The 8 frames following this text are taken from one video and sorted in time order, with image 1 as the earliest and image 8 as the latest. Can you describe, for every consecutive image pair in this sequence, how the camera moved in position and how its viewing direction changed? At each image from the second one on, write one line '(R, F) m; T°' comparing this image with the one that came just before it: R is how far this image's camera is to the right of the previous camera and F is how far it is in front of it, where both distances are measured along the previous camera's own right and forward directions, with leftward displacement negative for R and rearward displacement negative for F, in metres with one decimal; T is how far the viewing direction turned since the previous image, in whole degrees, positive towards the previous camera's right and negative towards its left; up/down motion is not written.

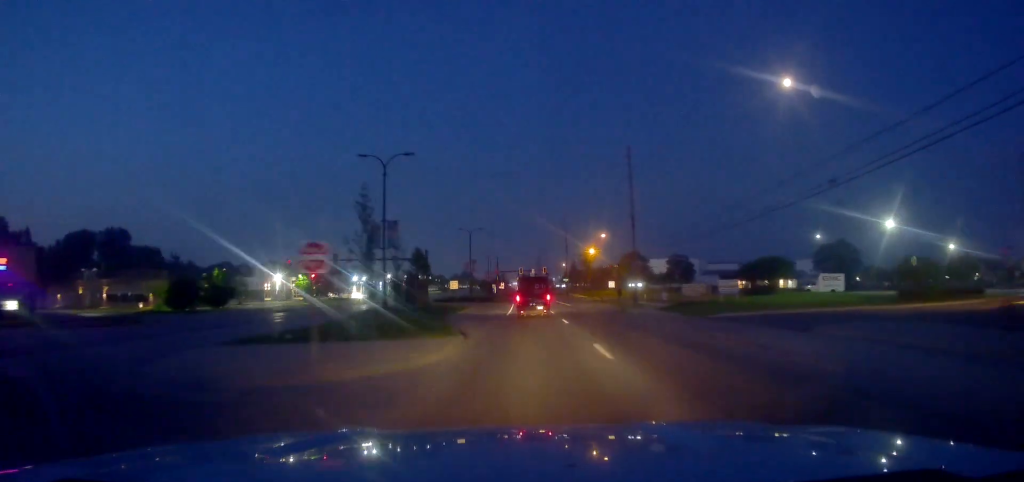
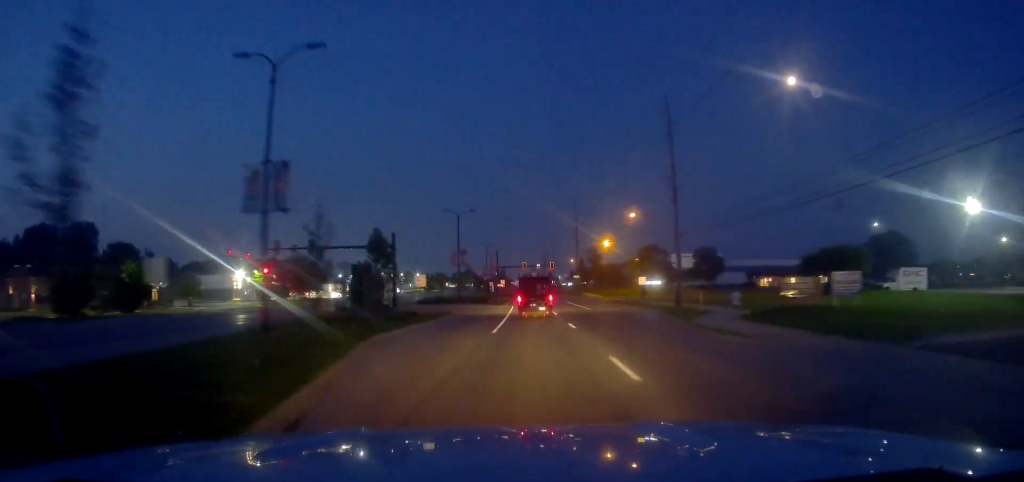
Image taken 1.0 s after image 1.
(0.0, +18.8) m; 0°
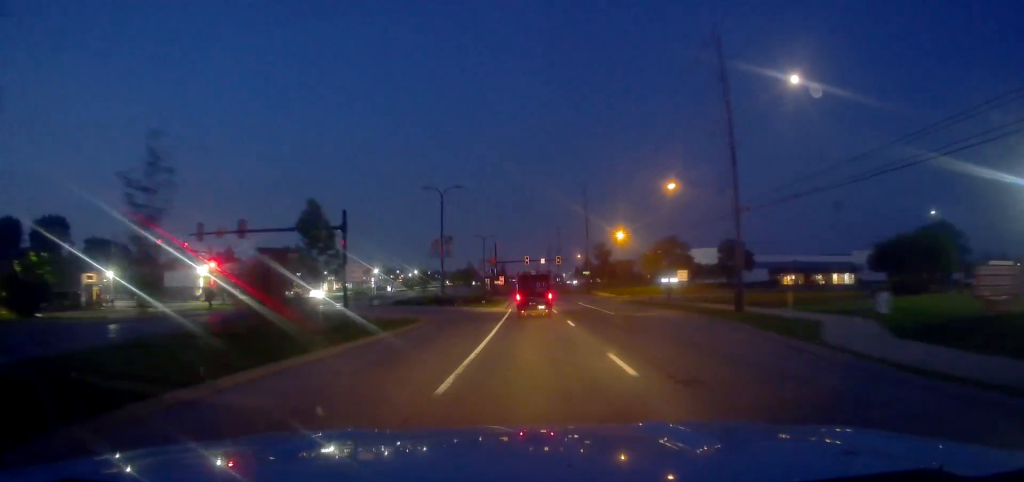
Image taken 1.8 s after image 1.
(0.0, +14.4) m; 0°
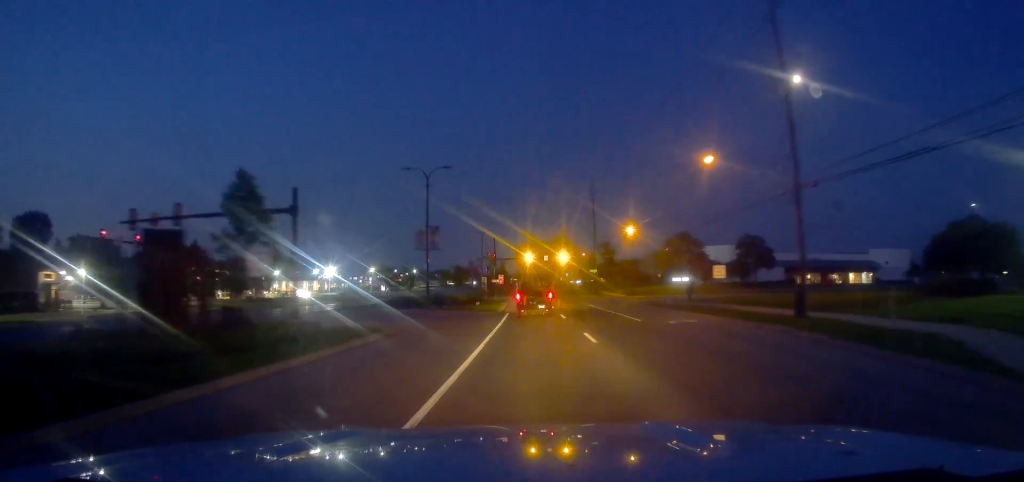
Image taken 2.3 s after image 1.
(0.0, +8.5) m; 0°
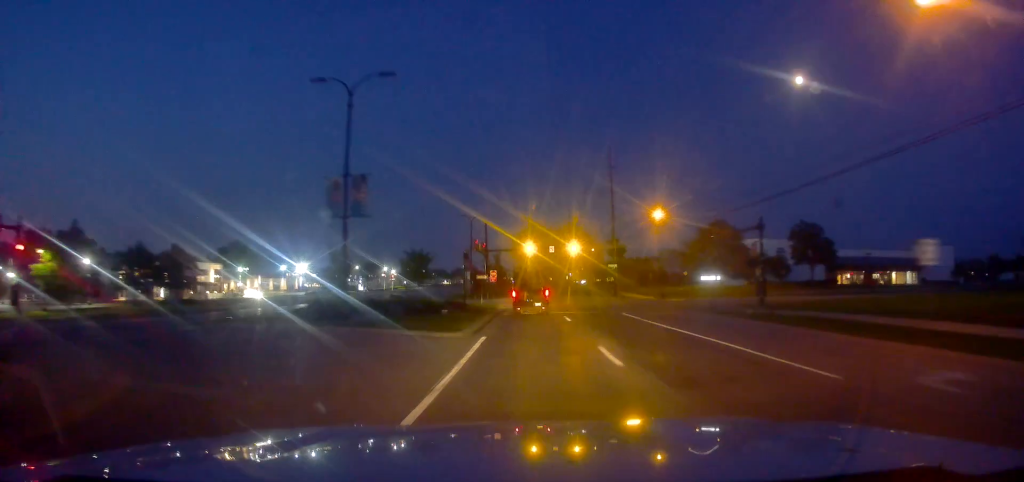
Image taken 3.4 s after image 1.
(-0.2, +20.3) m; -1°
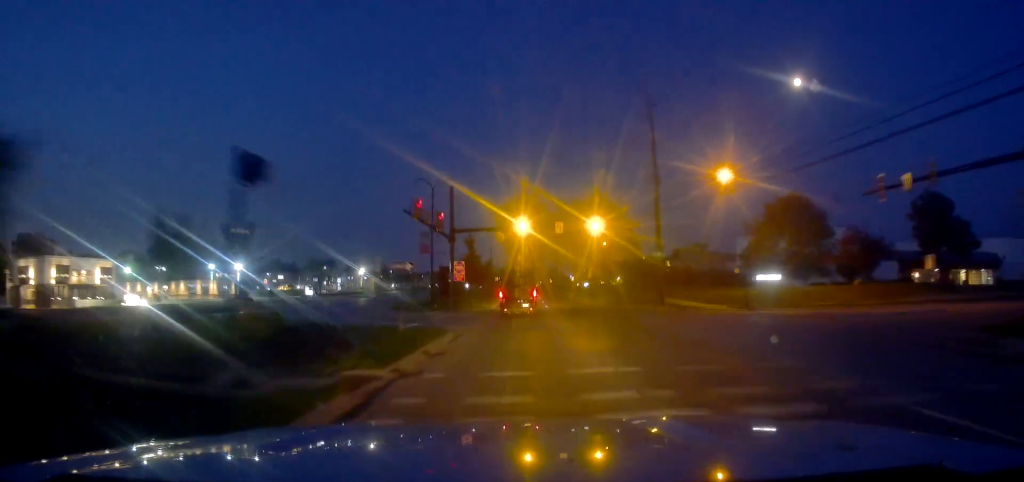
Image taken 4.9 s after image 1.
(+0.1, +28.5) m; +1°
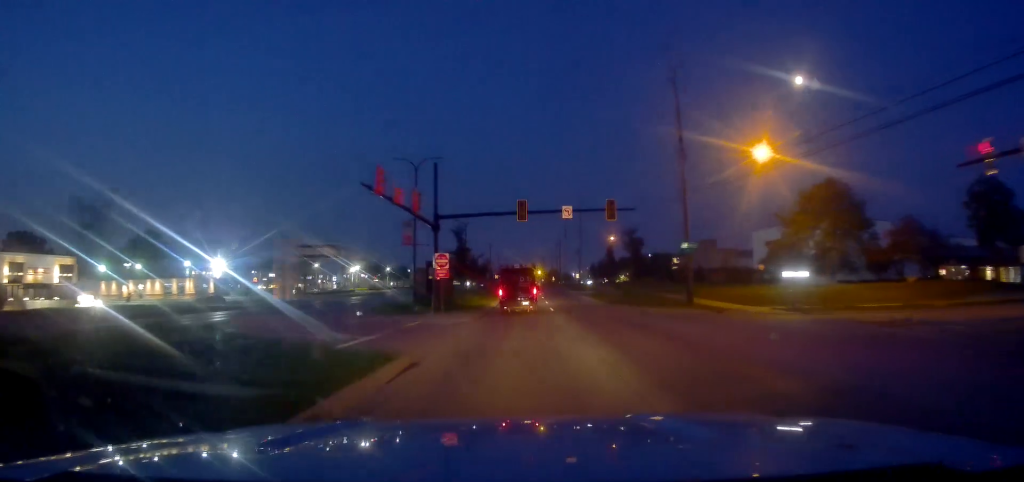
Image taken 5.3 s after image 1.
(0.0, +8.1) m; 0°
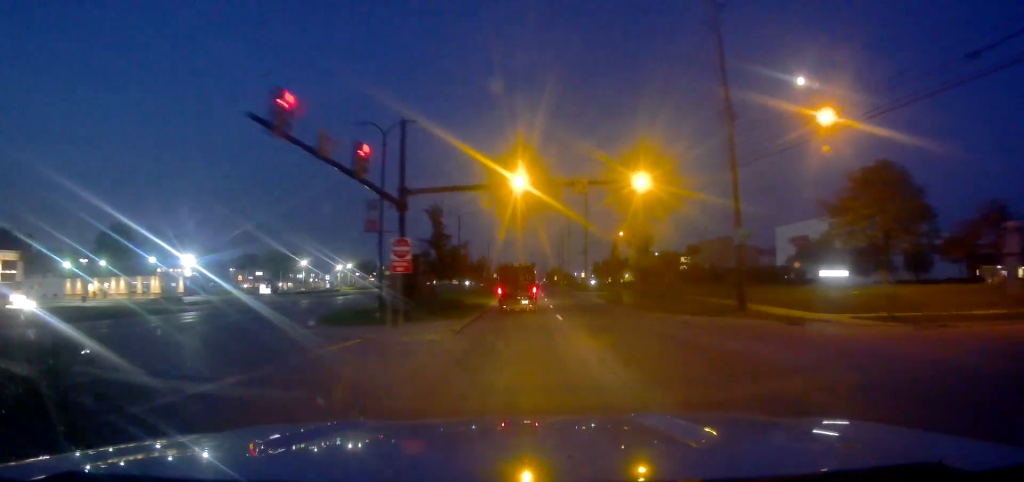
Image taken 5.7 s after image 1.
(+0.1, +9.8) m; -1°
